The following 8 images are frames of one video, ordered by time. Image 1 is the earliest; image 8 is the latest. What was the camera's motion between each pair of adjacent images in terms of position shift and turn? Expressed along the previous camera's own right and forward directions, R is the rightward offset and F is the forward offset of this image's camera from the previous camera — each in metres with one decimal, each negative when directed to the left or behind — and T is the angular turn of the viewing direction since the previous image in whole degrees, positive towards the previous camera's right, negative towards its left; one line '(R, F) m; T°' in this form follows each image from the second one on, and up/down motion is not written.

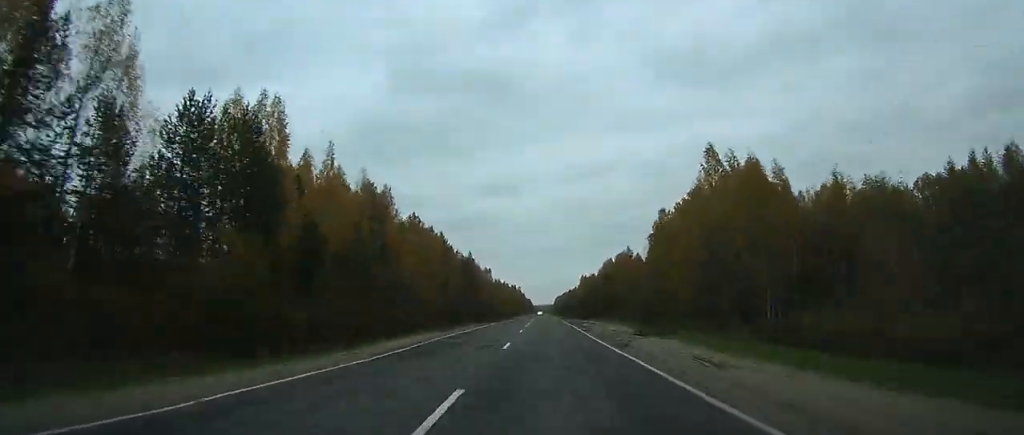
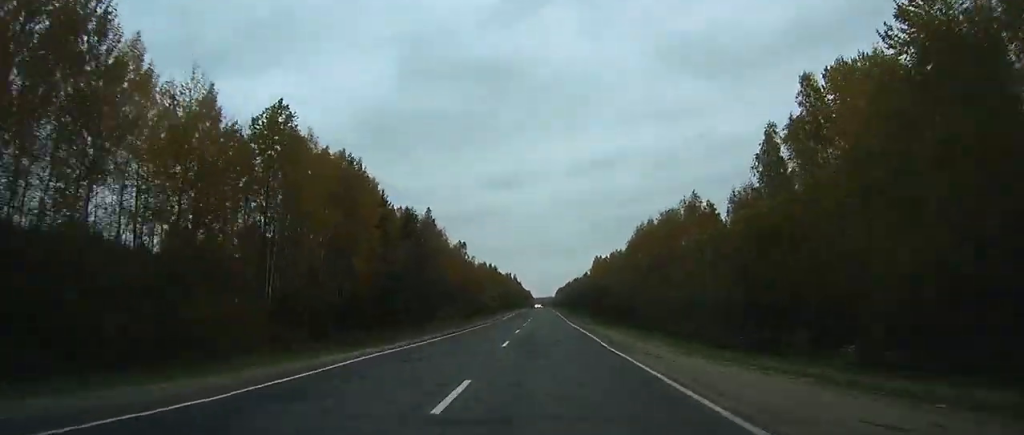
(+0.1, +69.8) m; 0°
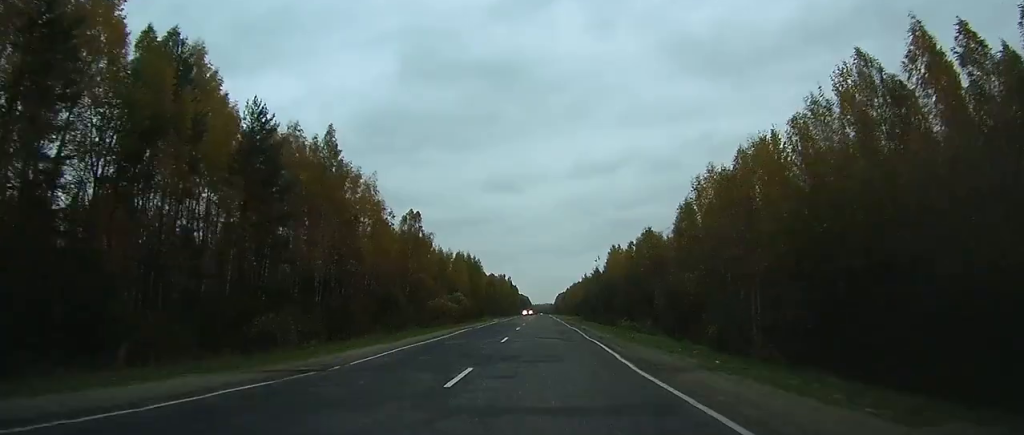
(0.0, +54.8) m; 0°
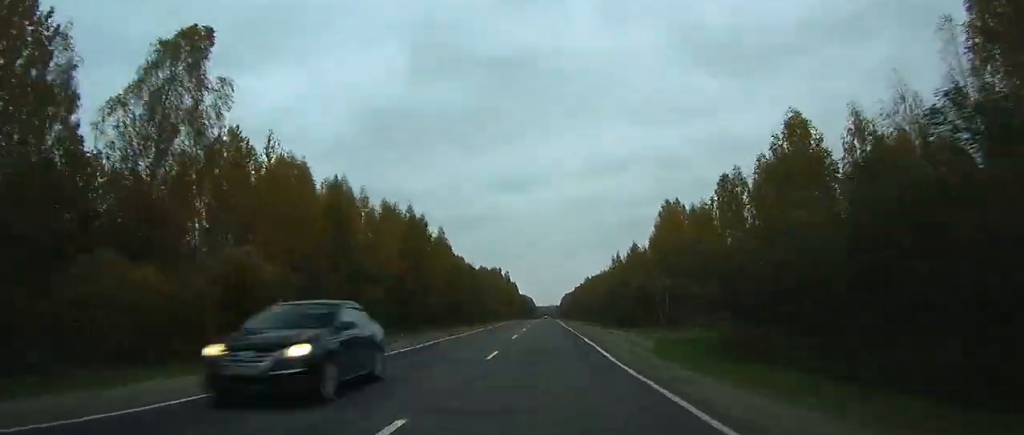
(-0.2, +70.0) m; 0°
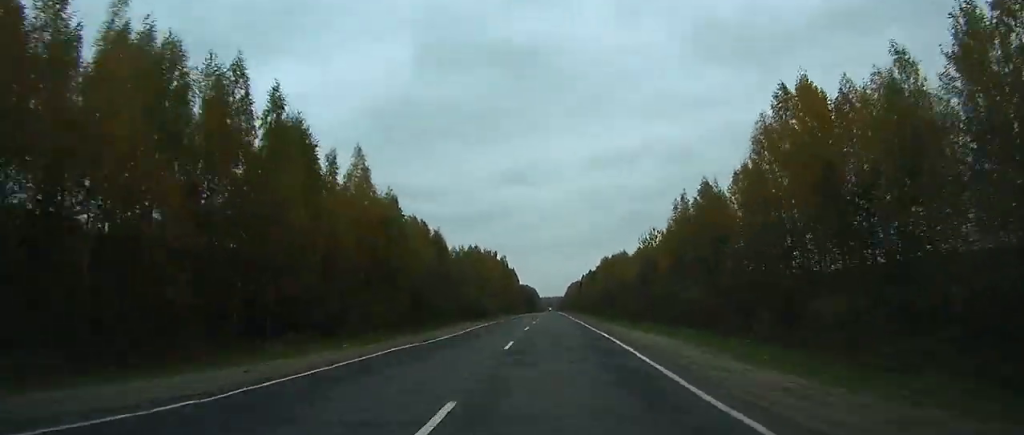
(-0.1, +49.0) m; 0°
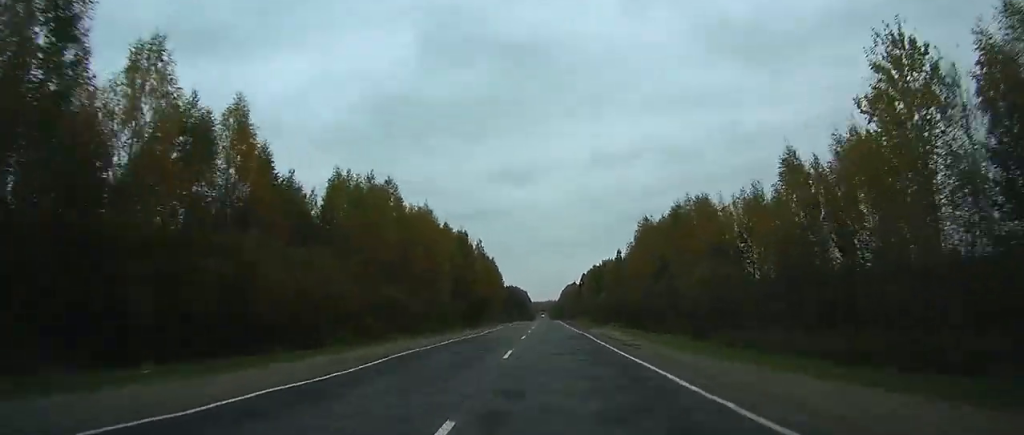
(+0.9, +72.7) m; 0°
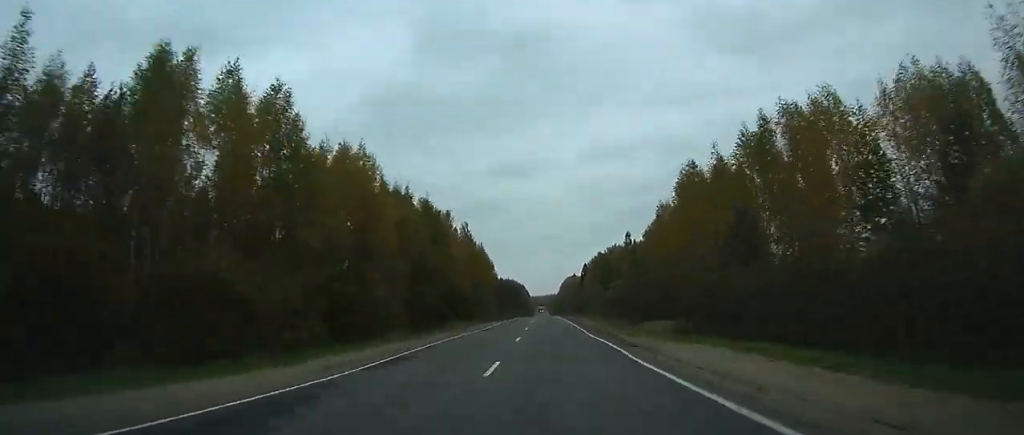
(0.0, +27.1) m; 0°
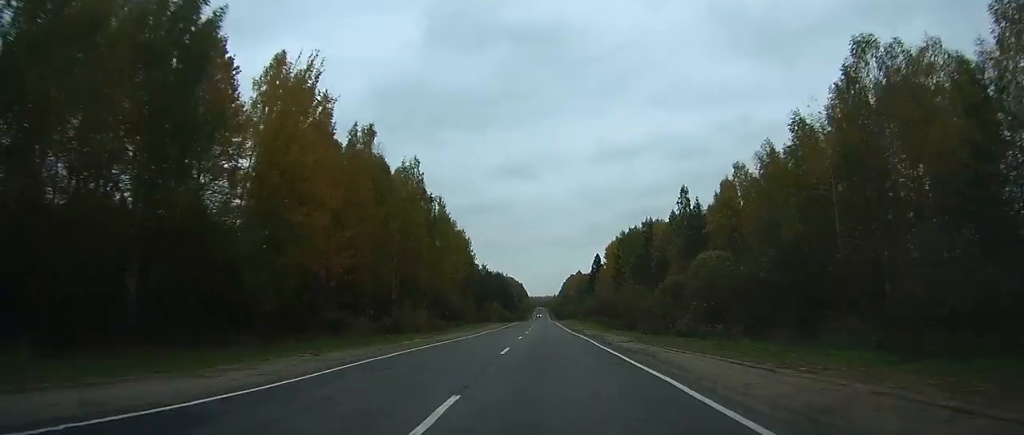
(-1.0, +65.9) m; 0°
